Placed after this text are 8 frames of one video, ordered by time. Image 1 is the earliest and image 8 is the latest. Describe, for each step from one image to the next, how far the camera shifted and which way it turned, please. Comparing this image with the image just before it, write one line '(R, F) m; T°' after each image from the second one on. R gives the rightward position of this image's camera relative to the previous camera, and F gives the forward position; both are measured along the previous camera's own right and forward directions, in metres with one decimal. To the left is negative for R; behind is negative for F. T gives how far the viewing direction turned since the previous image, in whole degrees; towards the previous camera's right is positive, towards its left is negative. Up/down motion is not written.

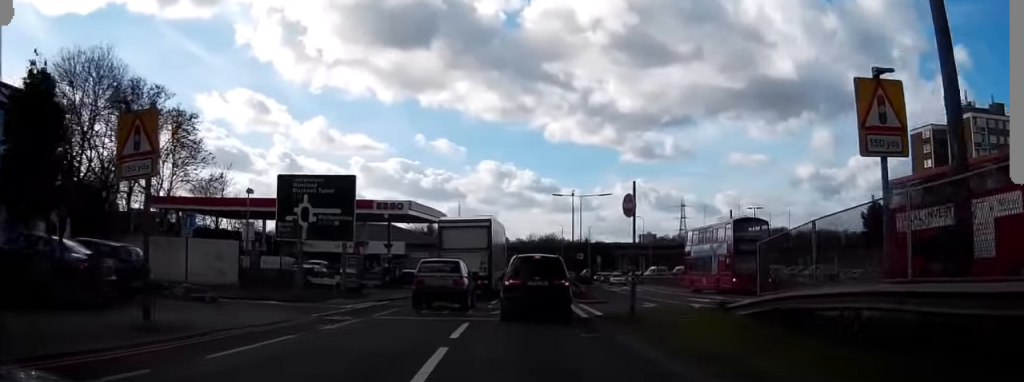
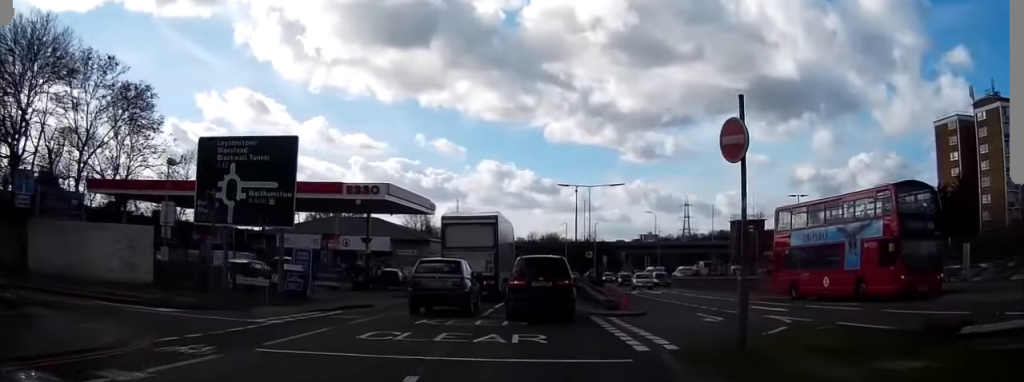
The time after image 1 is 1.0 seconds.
(0.0, +9.4) m; 0°
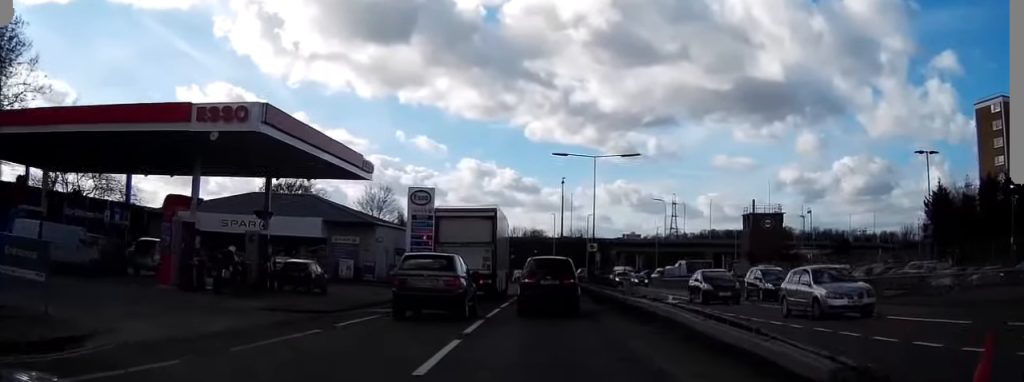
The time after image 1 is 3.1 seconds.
(+0.2, +19.2) m; +2°
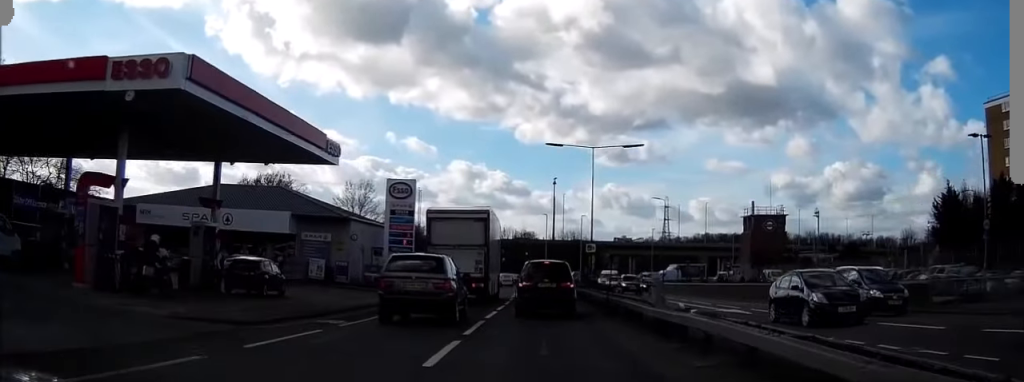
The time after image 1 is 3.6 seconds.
(0.0, +5.3) m; +1°
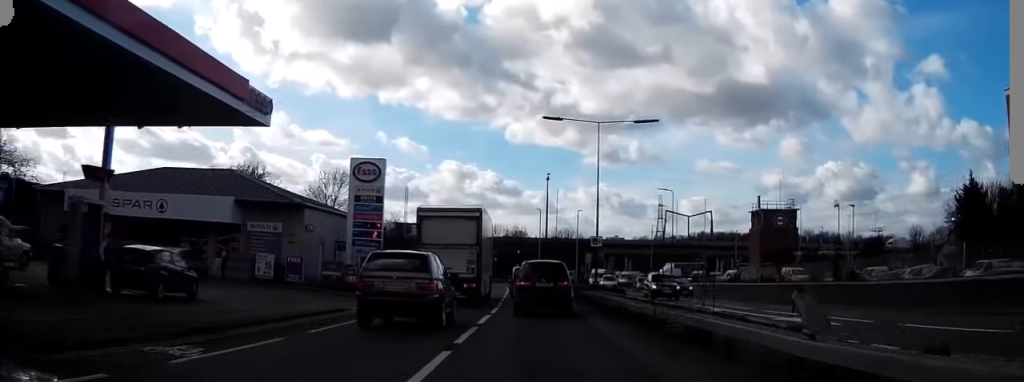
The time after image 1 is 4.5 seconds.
(+0.1, +8.3) m; +1°
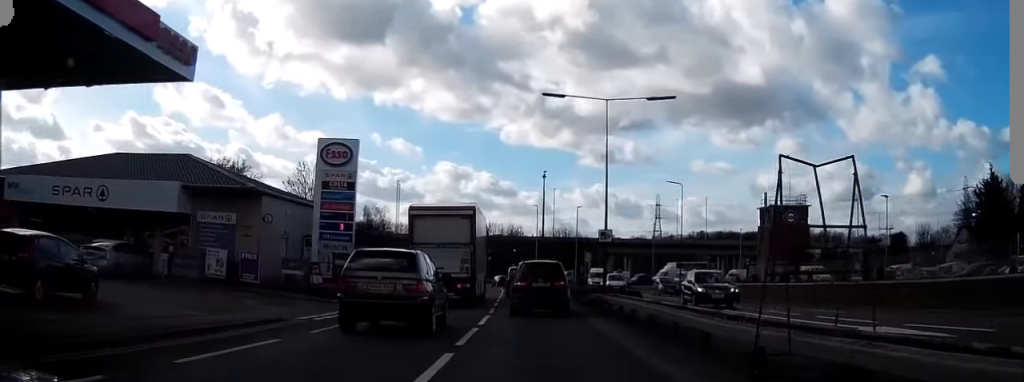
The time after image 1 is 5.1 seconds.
(0.0, +6.0) m; 0°
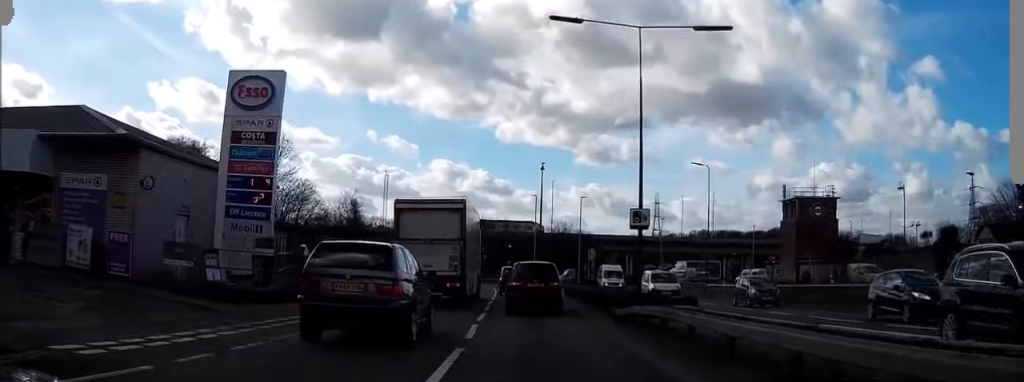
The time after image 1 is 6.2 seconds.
(0.0, +10.9) m; 0°
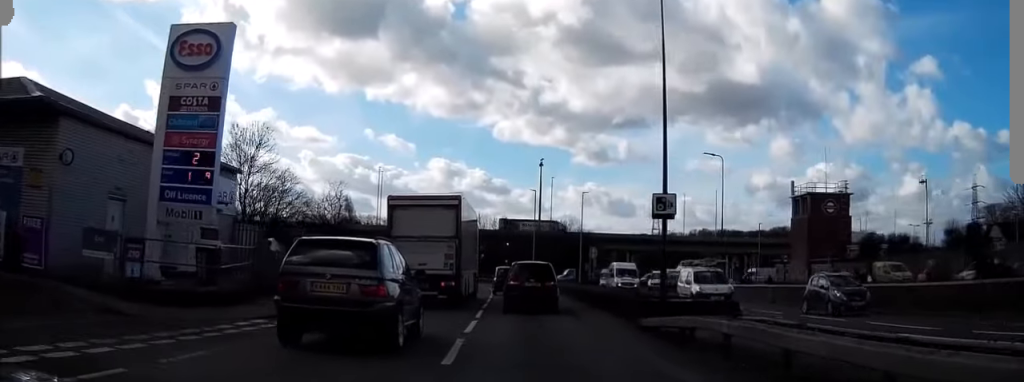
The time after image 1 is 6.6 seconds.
(0.0, +4.5) m; 0°
